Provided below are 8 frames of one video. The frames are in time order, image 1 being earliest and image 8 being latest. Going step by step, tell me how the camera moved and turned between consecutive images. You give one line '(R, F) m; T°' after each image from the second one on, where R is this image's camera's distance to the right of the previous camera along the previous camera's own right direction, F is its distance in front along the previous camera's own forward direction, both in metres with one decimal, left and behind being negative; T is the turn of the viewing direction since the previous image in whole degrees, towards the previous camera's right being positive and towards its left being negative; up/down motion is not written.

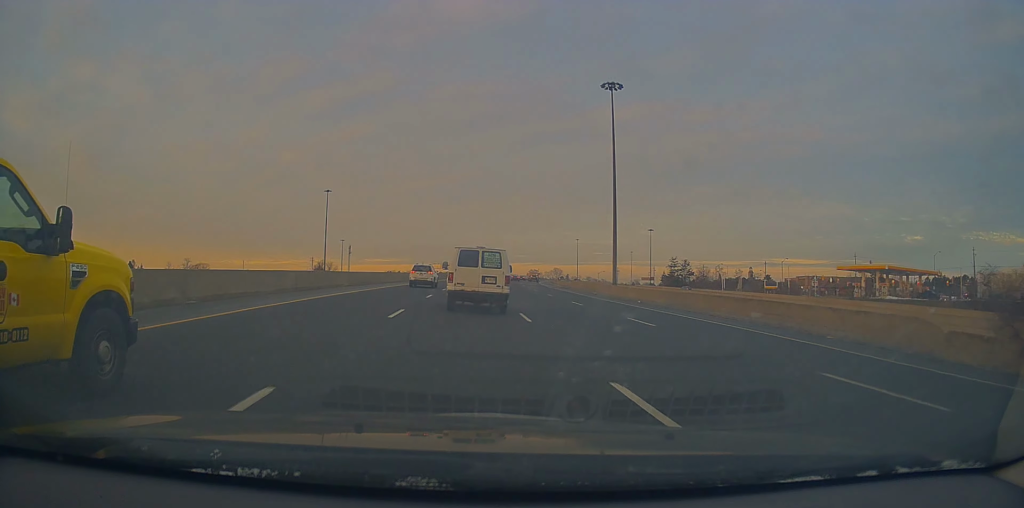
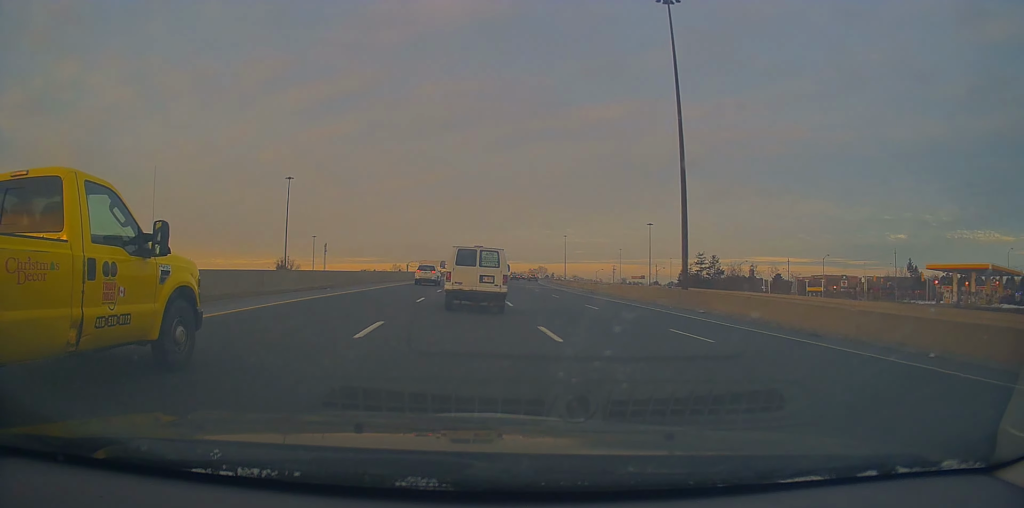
(+1.2, +28.6) m; +2°
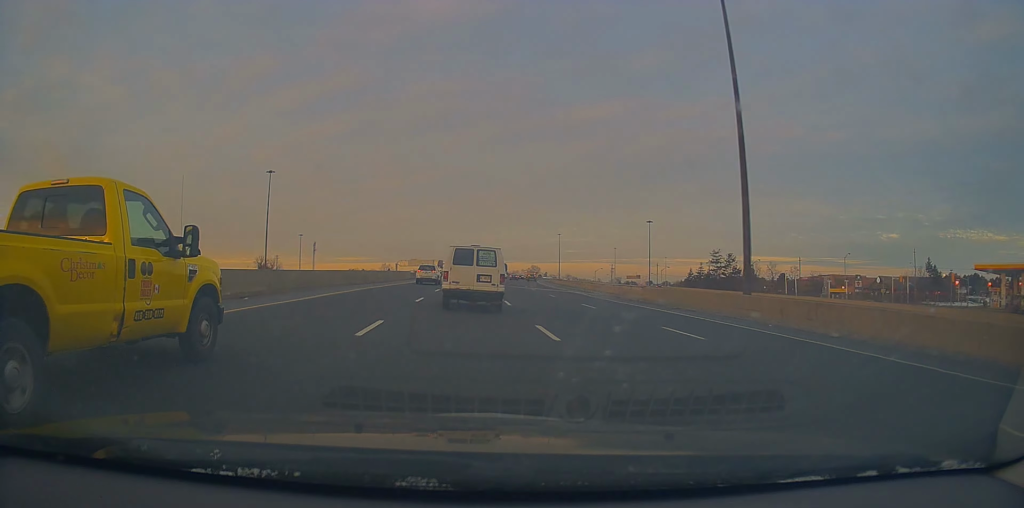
(-0.1, +12.0) m; 0°
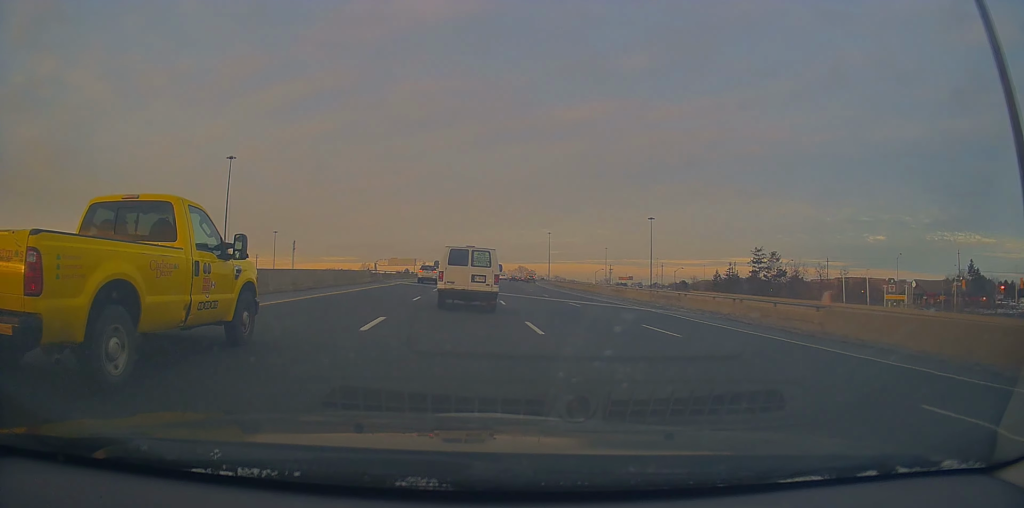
(-0.1, +22.9) m; +1°
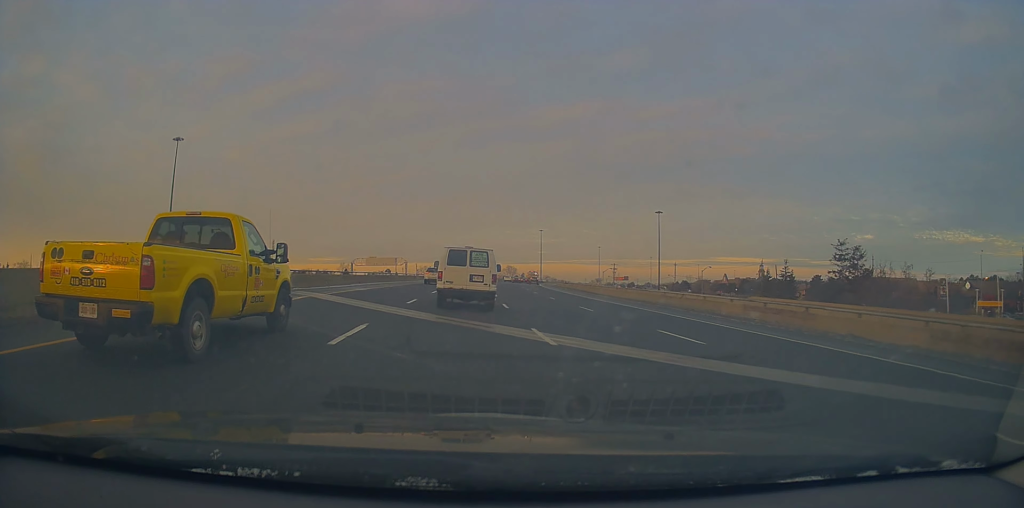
(+0.4, +26.2) m; +3°
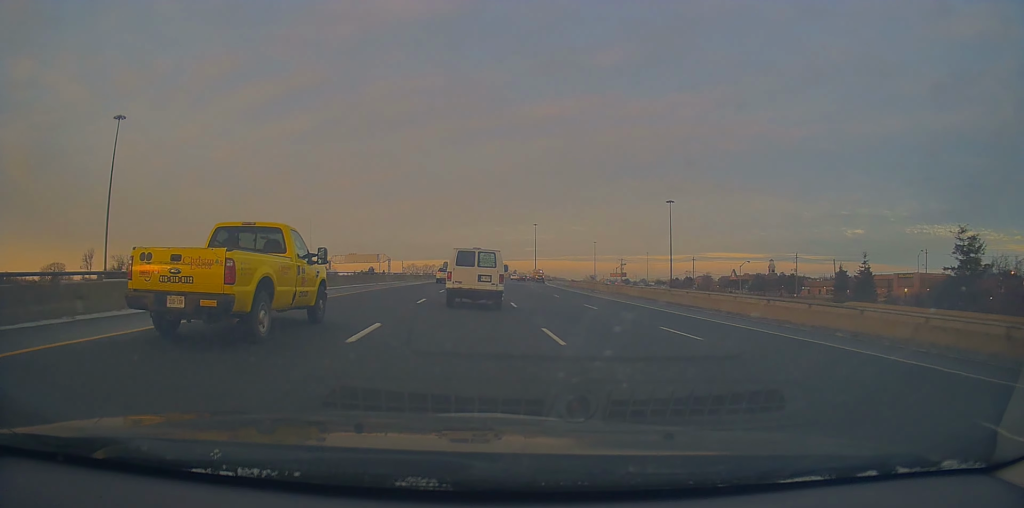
(+0.9, +23.3) m; +2°
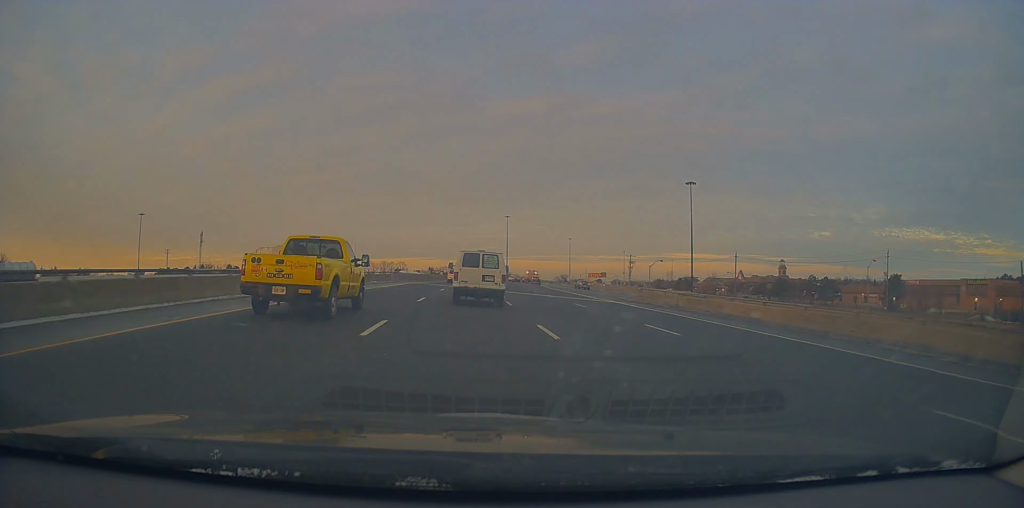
(+0.6, +46.7) m; +2°
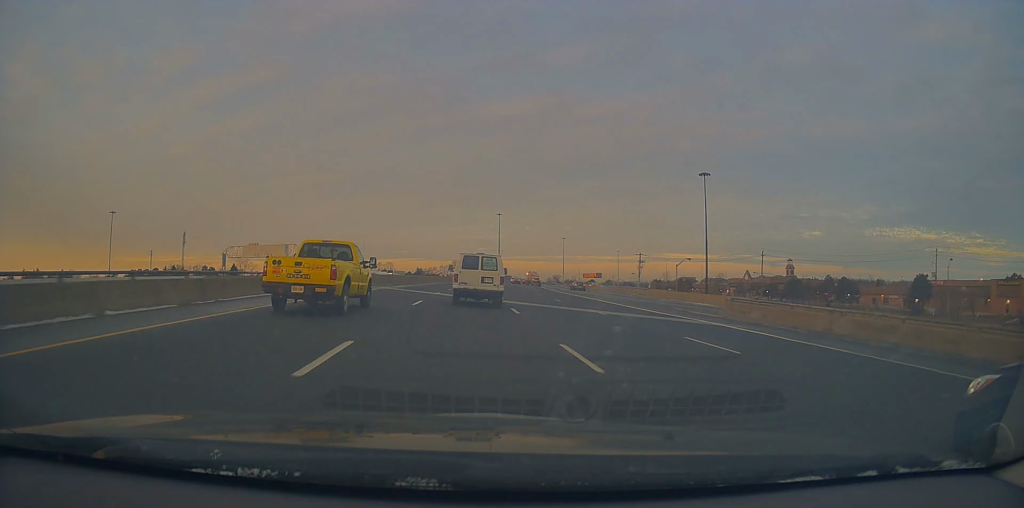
(+0.1, +15.9) m; +1°
